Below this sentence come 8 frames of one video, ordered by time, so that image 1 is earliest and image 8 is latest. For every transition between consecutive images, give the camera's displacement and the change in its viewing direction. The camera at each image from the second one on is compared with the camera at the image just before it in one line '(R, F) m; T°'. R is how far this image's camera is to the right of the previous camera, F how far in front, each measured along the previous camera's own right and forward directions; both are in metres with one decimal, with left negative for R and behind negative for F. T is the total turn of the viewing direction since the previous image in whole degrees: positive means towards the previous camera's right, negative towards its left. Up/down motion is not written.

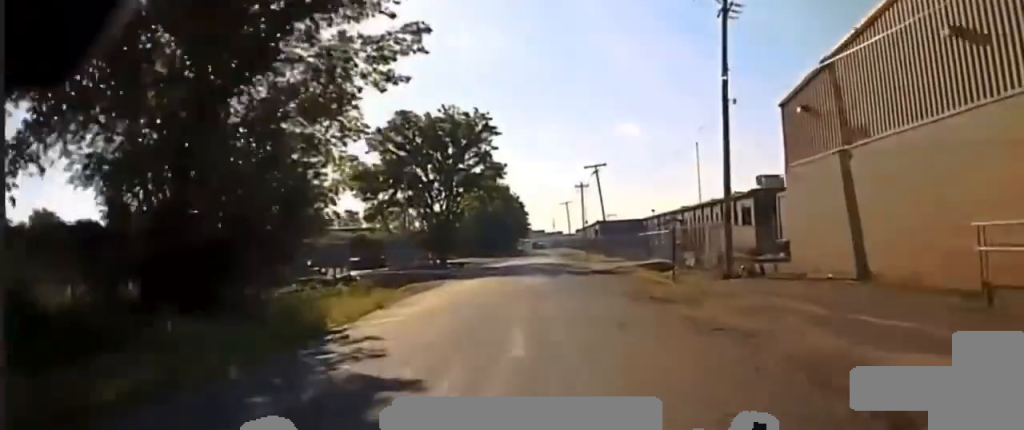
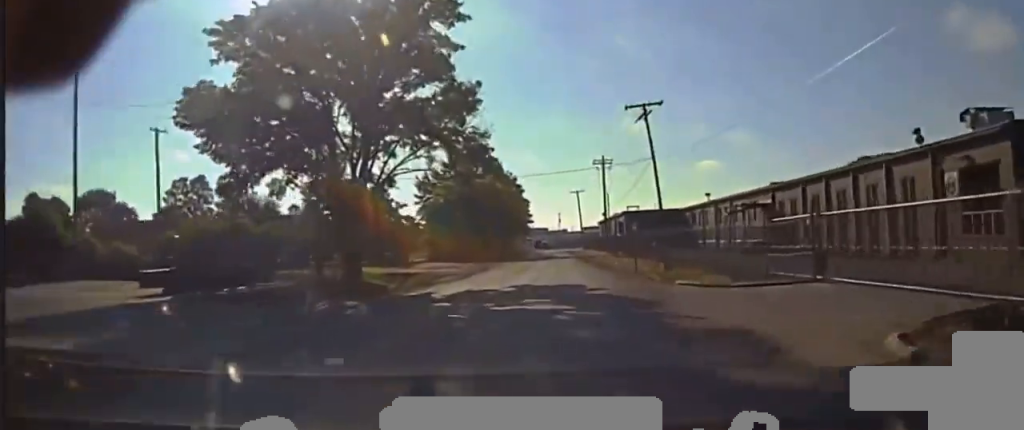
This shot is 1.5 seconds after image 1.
(-0.2, +38.3) m; 0°
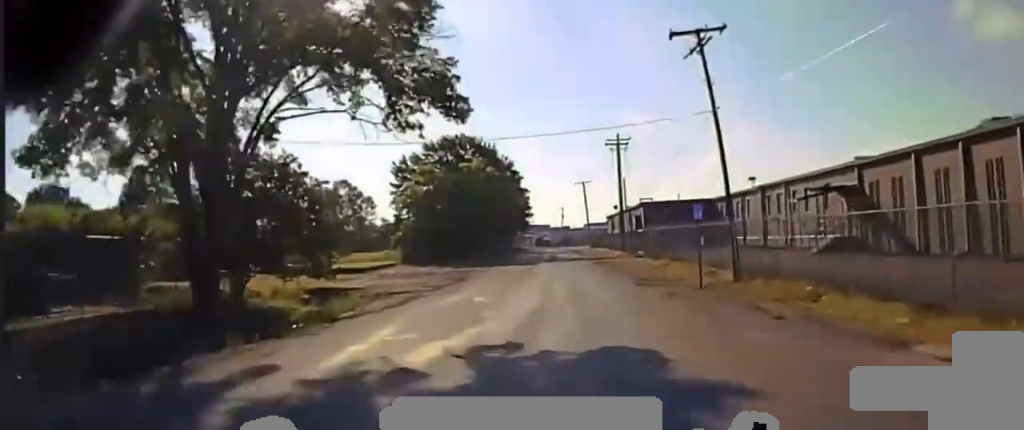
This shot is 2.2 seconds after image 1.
(0.0, +17.4) m; 0°
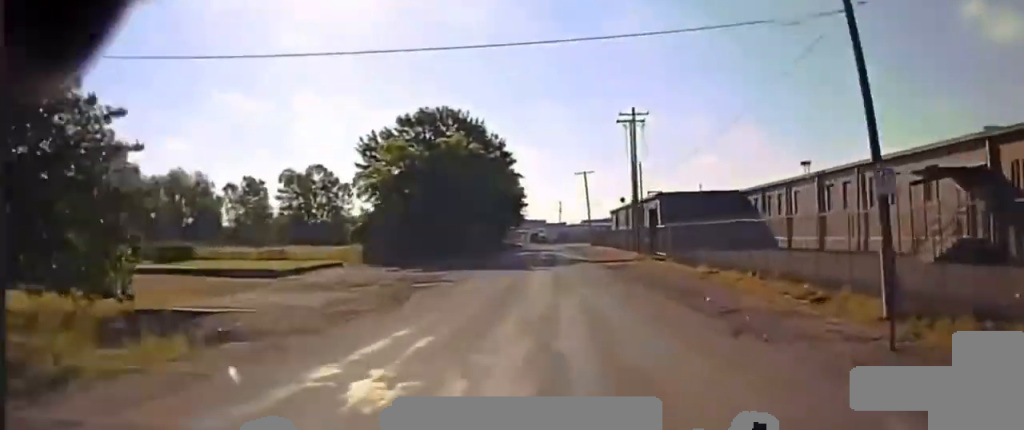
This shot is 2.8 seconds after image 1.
(0.0, +15.2) m; 0°
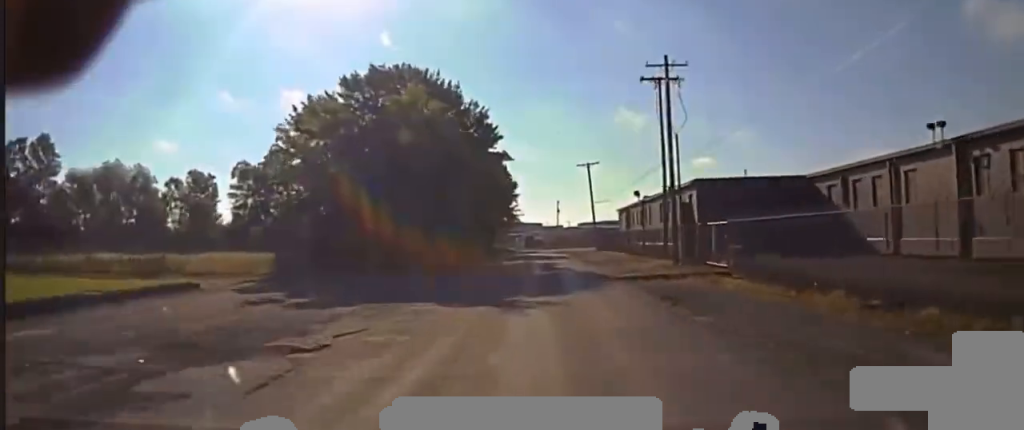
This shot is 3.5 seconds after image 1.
(0.0, +20.6) m; 0°
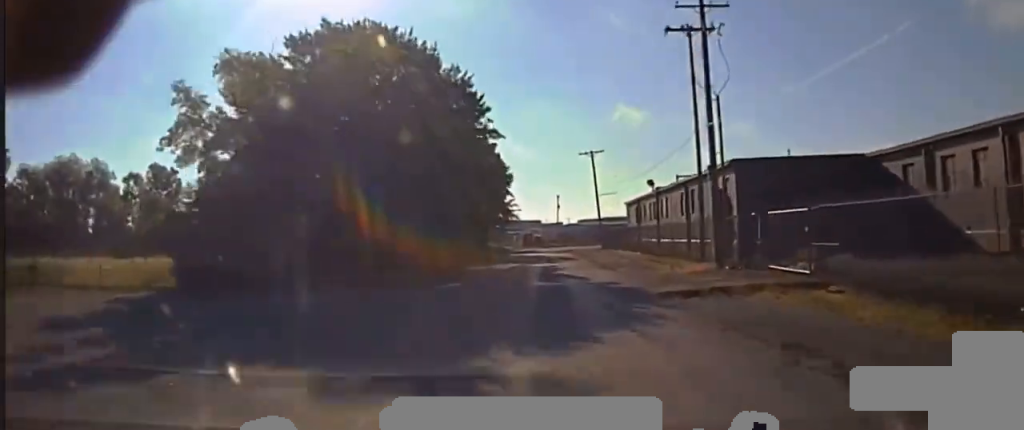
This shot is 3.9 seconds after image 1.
(0.0, +12.3) m; 0°
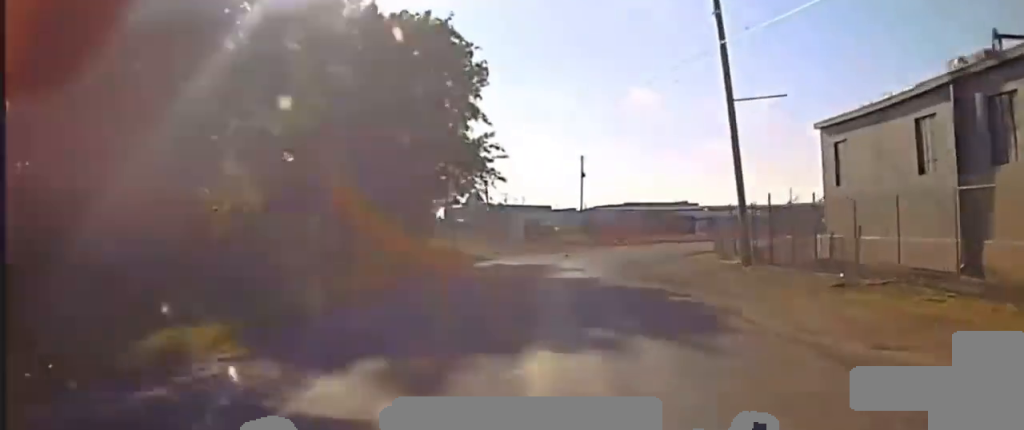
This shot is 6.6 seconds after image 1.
(+0.8, +73.9) m; +1°
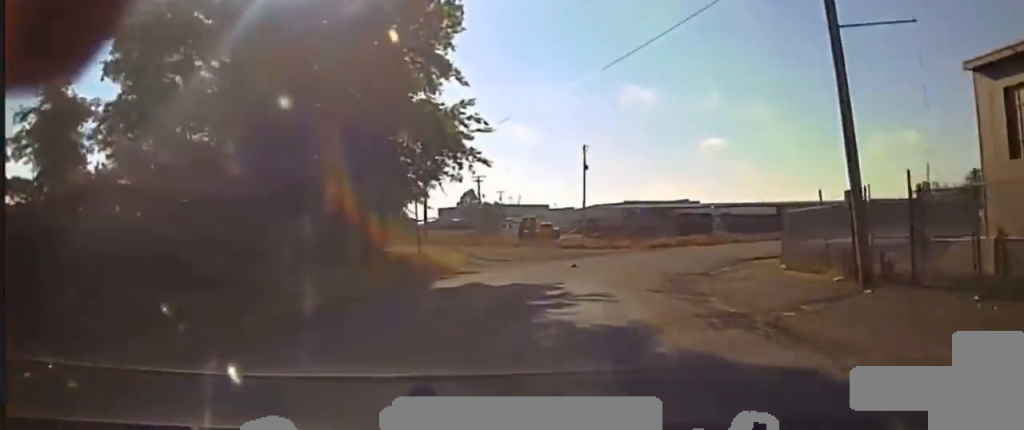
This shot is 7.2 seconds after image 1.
(0.0, +14.1) m; 0°
